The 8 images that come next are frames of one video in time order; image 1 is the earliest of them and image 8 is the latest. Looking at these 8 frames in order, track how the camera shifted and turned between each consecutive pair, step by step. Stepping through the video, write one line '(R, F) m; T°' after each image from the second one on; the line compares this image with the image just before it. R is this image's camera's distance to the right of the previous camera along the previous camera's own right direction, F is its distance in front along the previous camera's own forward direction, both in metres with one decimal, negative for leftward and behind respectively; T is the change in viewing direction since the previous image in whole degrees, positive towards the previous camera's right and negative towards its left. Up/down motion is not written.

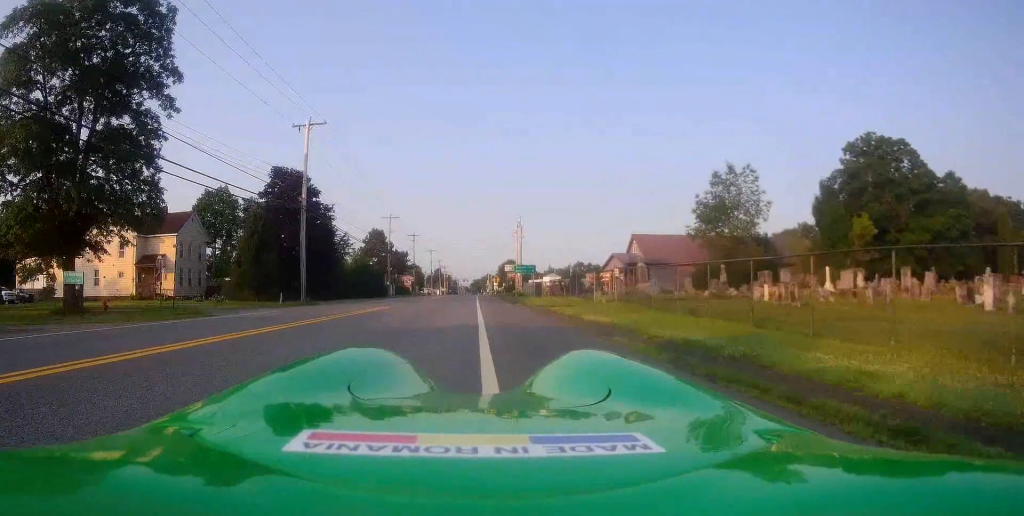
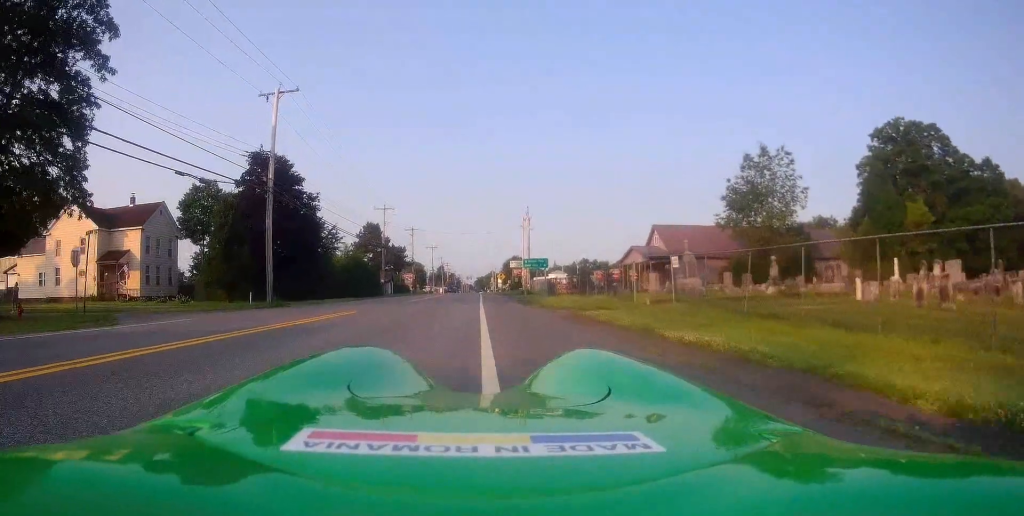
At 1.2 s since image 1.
(+0.2, +7.1) m; +2°
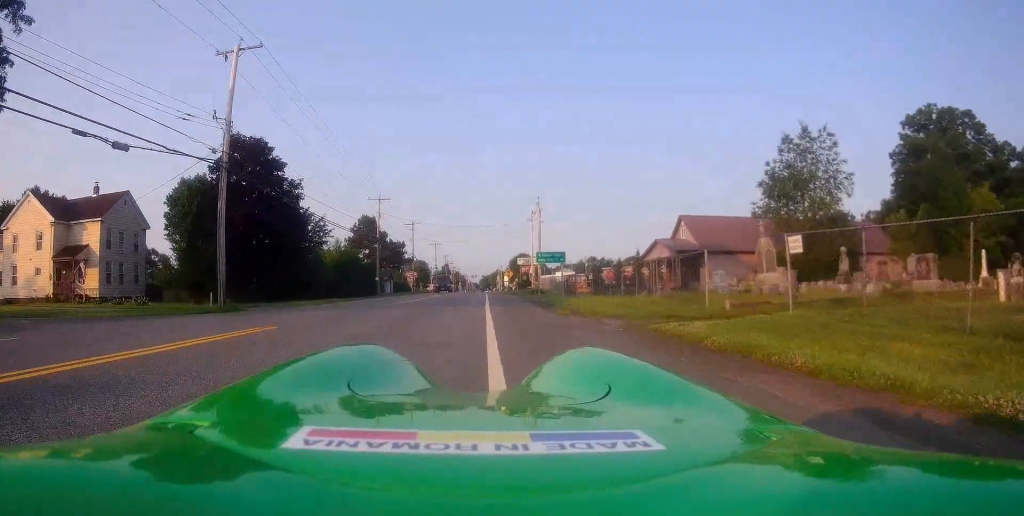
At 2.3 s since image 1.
(-0.1, +6.9) m; 0°
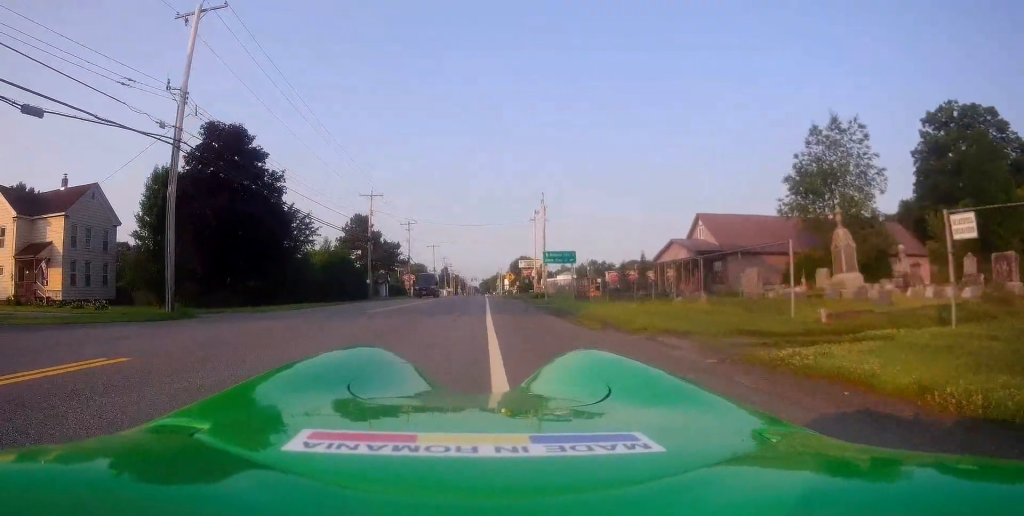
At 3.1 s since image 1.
(0.0, +4.8) m; +1°
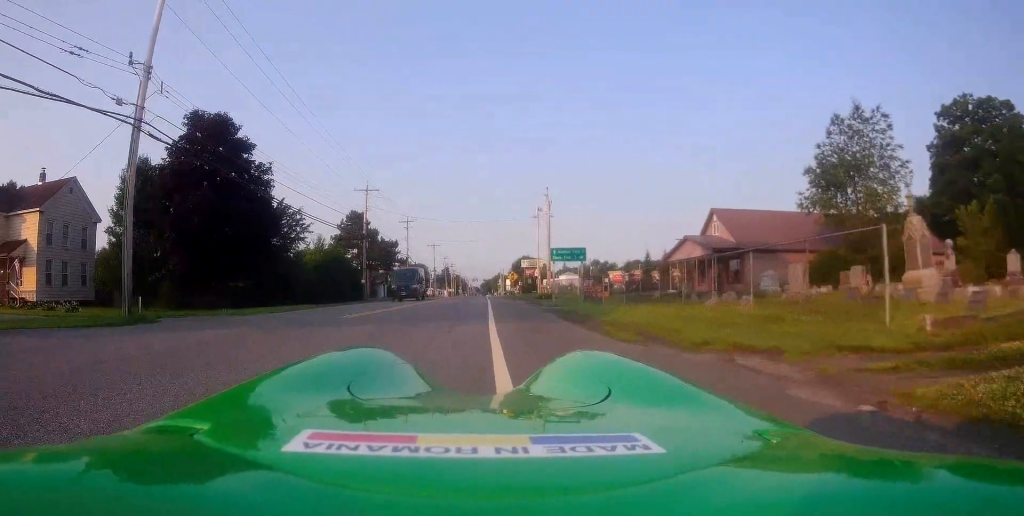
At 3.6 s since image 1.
(+0.1, +3.0) m; +1°
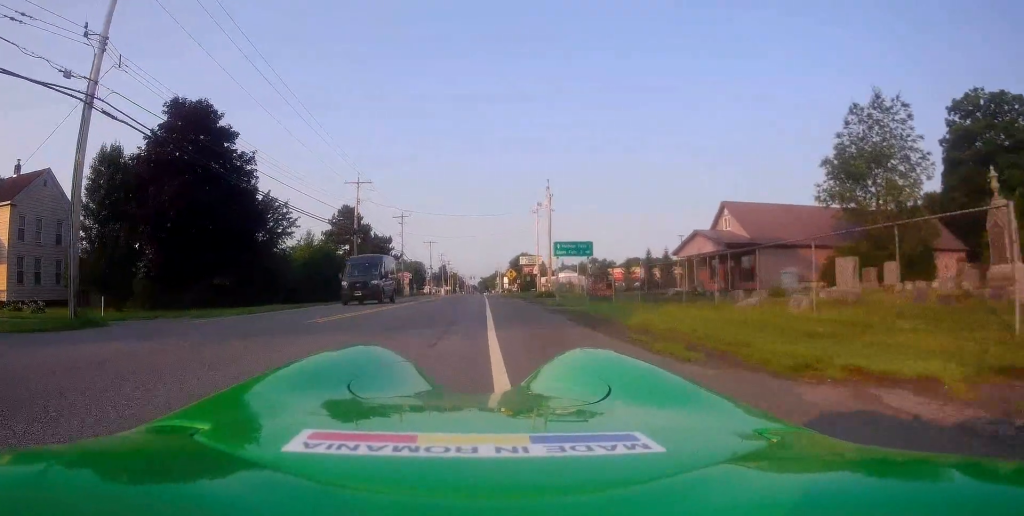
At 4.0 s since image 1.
(0.0, +2.7) m; 0°
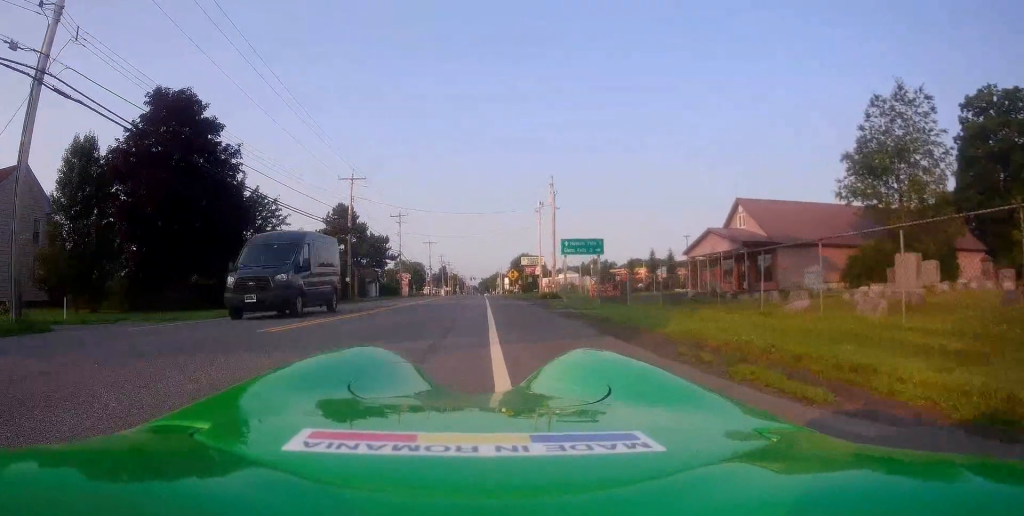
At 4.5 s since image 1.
(0.0, +2.4) m; 0°
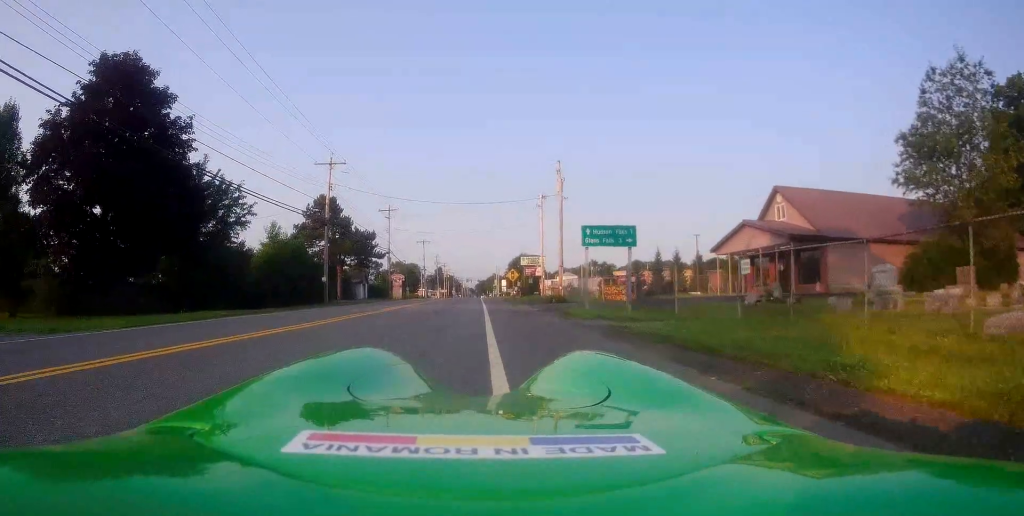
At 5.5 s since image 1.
(0.0, +6.3) m; 0°
